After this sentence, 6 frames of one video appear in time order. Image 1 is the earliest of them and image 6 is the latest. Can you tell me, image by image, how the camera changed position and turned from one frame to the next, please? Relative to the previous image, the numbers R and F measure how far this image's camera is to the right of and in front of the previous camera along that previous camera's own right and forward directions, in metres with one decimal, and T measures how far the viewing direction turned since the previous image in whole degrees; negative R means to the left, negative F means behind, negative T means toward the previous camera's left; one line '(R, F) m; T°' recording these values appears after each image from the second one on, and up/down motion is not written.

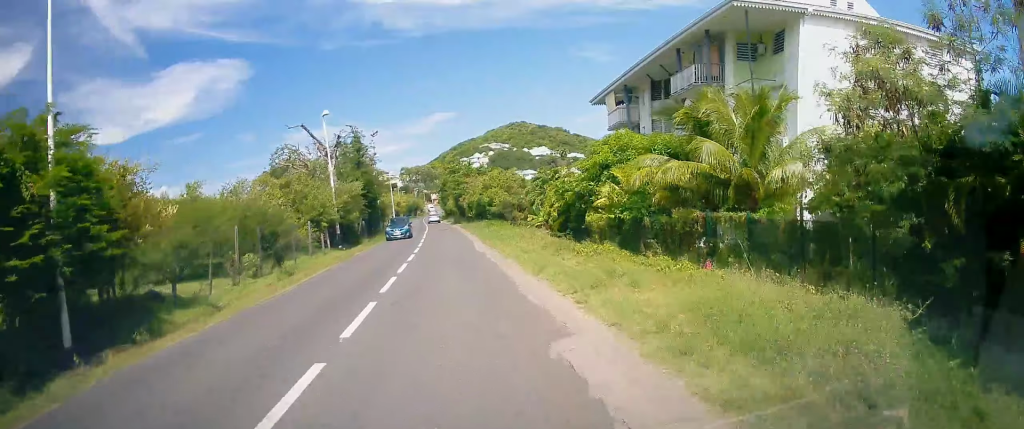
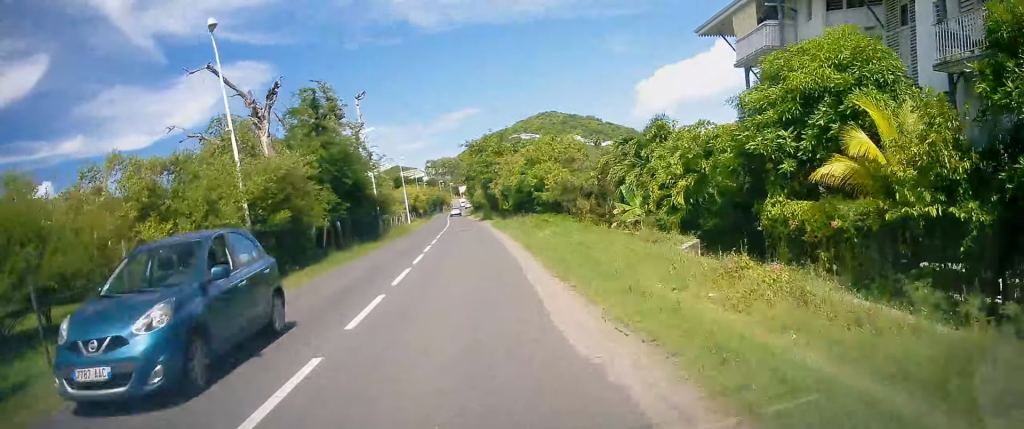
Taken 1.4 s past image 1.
(+0.4, +17.8) m; -2°
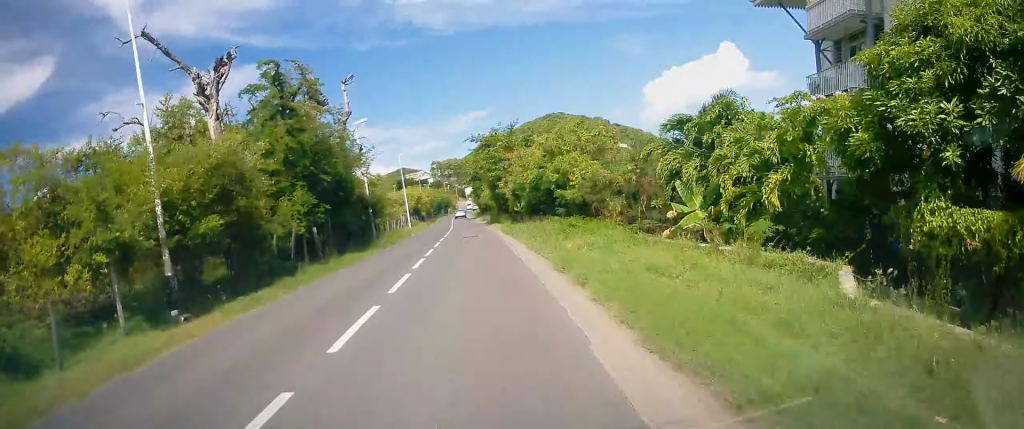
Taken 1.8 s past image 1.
(-0.4, +5.6) m; -1°
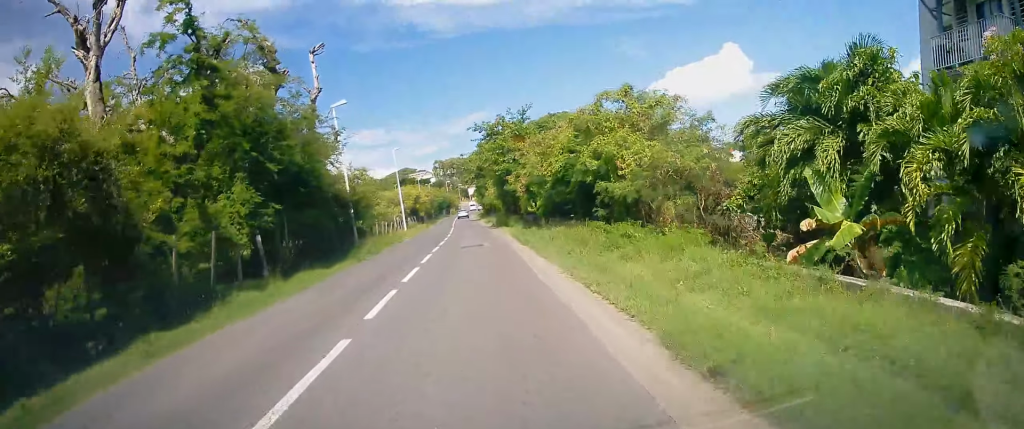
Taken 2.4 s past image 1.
(-0.1, +7.0) m; -1°
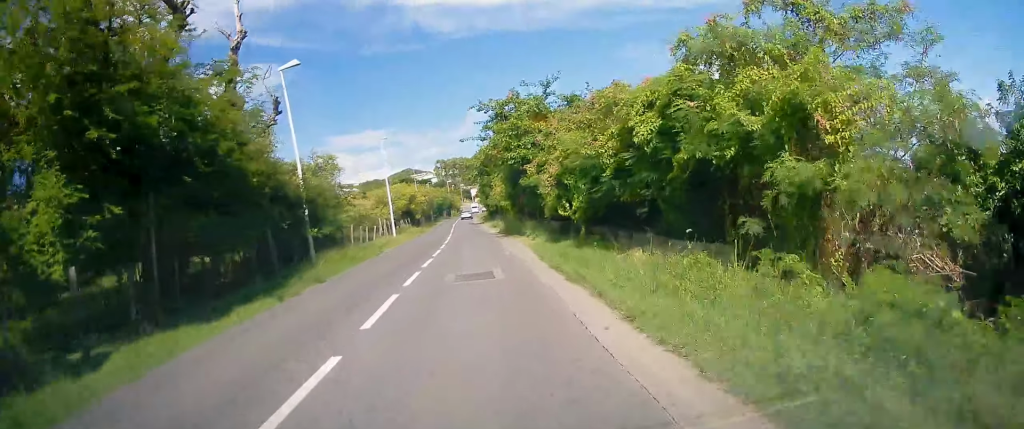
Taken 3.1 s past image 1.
(+0.4, +9.2) m; 0°
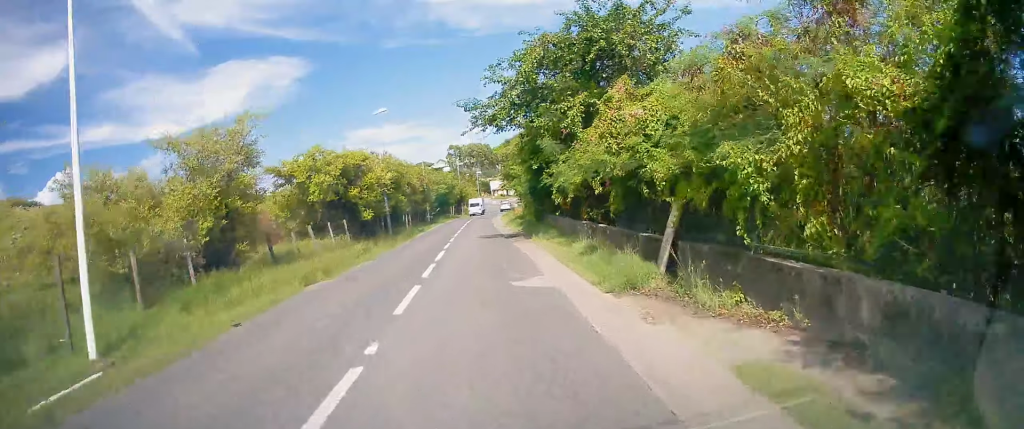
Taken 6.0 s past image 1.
(-1.4, +39.1) m; 0°
